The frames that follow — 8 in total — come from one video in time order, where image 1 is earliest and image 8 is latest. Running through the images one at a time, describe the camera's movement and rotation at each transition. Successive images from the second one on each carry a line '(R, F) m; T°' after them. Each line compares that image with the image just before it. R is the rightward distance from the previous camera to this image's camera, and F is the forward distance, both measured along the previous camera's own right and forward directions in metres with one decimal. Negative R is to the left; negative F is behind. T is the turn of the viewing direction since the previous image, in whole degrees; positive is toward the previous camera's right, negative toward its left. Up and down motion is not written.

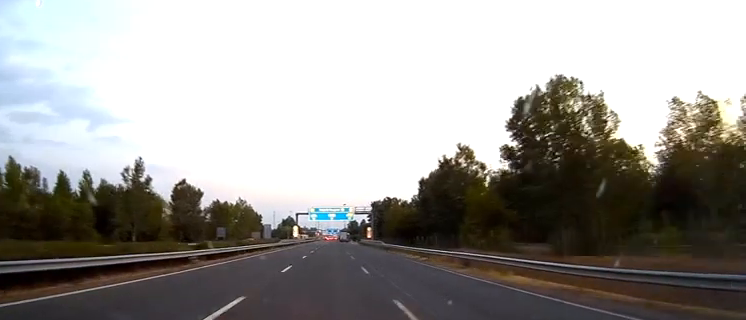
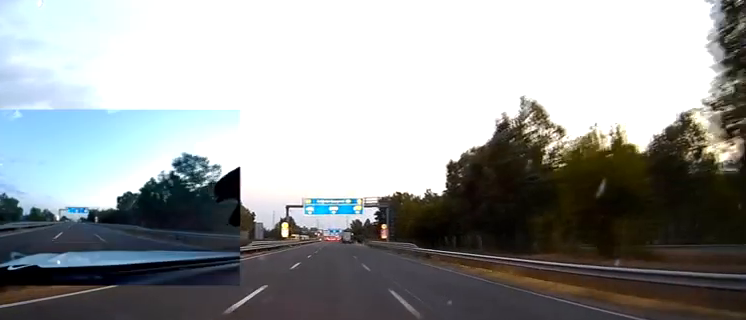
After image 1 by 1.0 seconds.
(0.0, +32.8) m; 0°
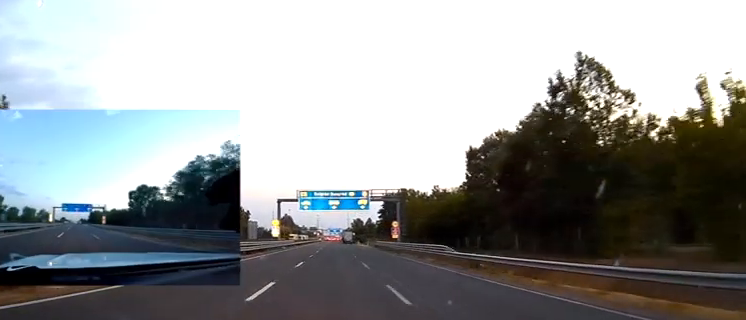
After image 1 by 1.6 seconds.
(0.0, +16.1) m; 0°
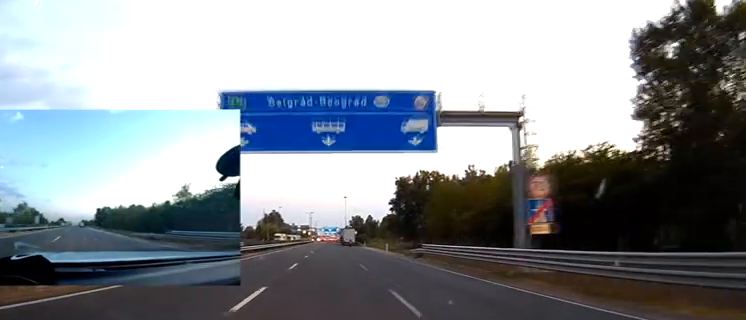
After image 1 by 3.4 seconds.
(+0.1, +56.2) m; 0°
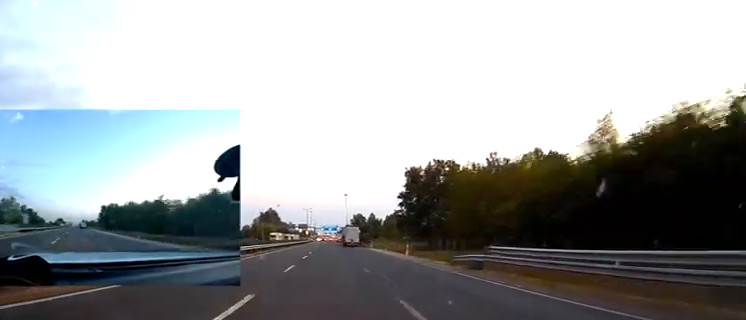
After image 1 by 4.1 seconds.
(0.0, +20.6) m; 0°
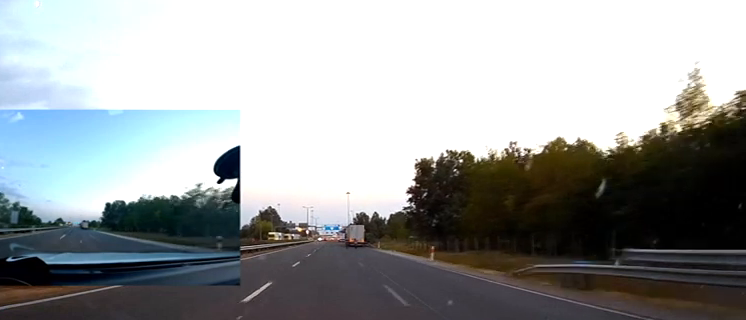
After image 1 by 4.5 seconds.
(0.0, +13.3) m; 0°
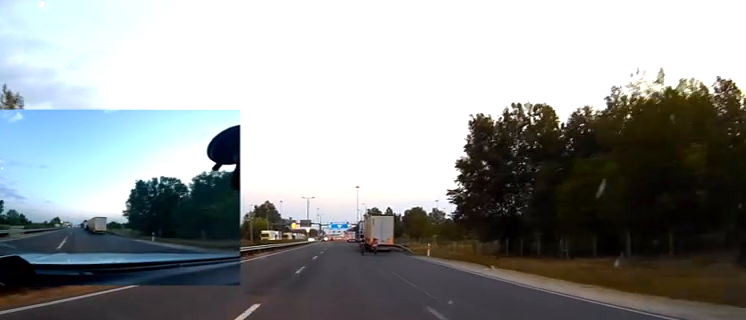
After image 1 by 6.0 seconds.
(0.0, +43.1) m; 0°
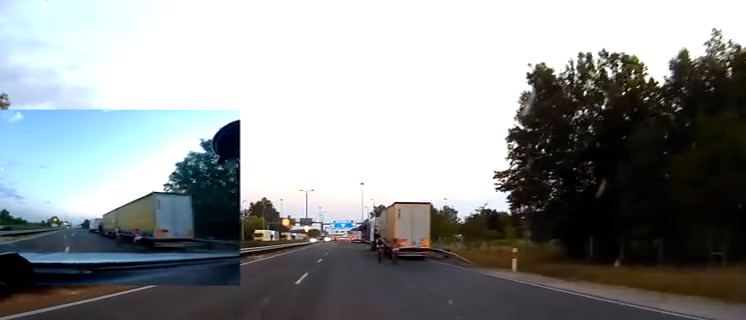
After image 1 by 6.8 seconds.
(0.0, +23.6) m; -1°
